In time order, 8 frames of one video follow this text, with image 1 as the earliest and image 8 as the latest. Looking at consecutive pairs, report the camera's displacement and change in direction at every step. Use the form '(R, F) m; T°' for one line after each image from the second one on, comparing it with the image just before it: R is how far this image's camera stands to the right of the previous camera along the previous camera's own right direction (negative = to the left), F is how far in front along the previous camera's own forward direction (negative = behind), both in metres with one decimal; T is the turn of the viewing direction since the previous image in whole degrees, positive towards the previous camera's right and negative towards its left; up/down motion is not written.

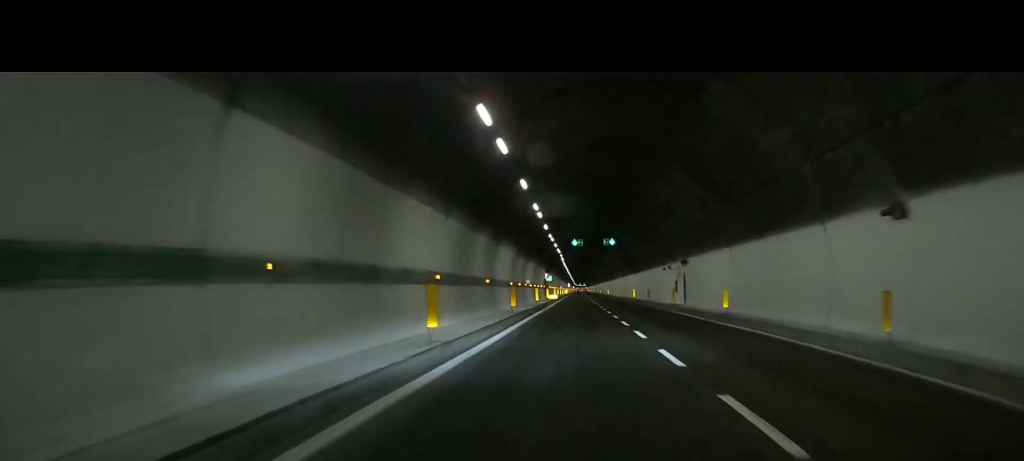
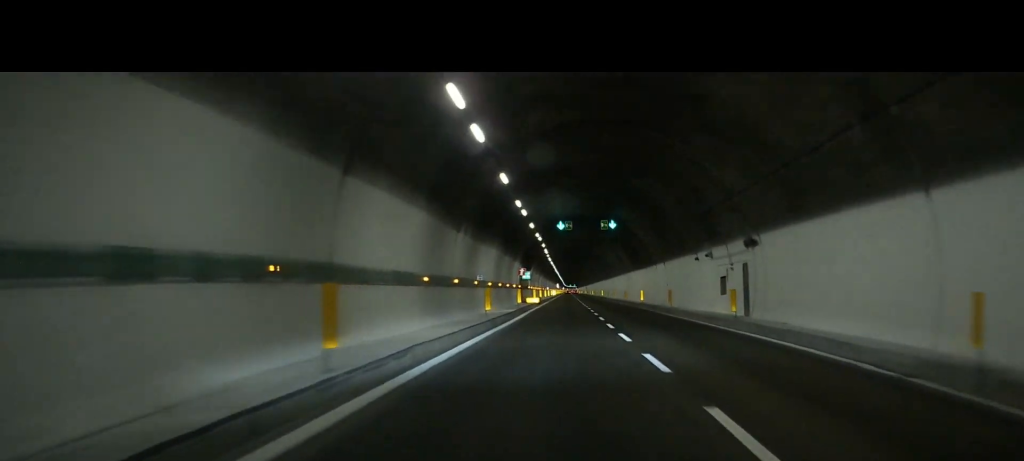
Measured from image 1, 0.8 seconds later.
(0.0, +19.1) m; 0°
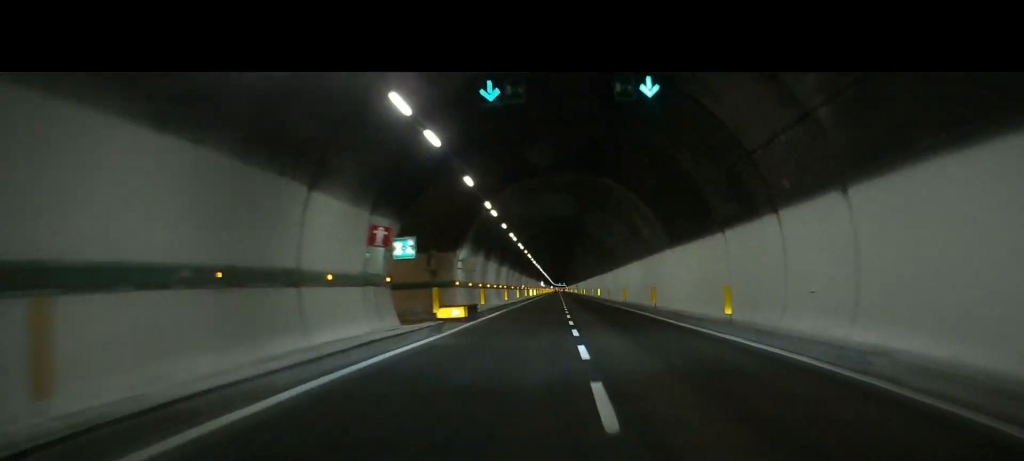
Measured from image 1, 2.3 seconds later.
(0.0, +34.9) m; 0°
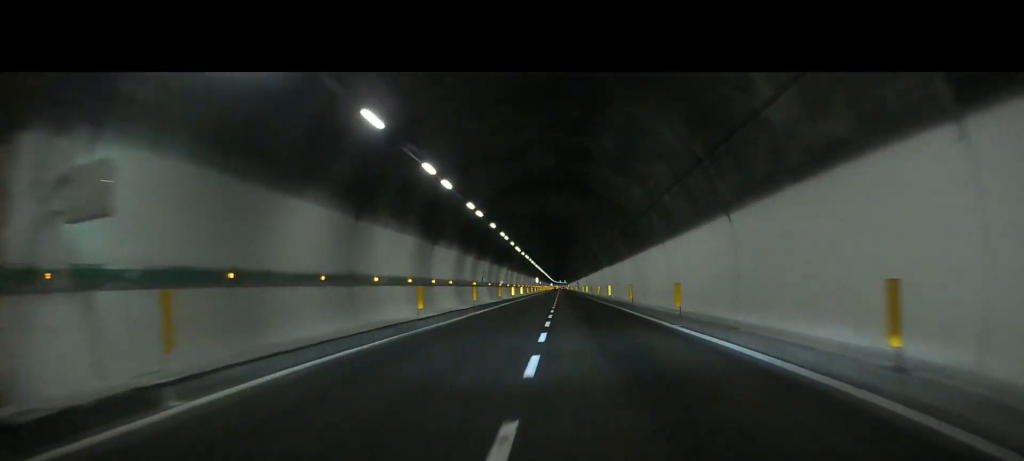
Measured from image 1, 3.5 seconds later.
(0.0, +27.2) m; 0°
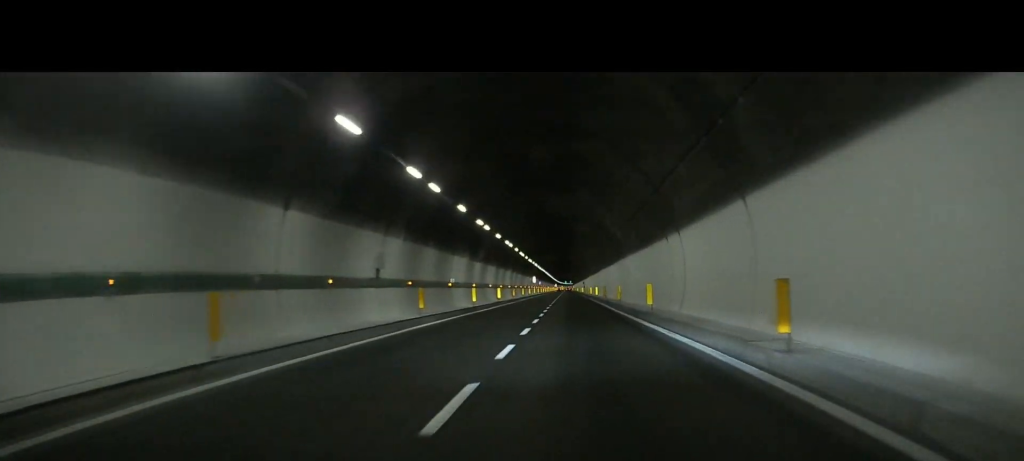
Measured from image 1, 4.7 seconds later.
(0.0, +28.6) m; 0°
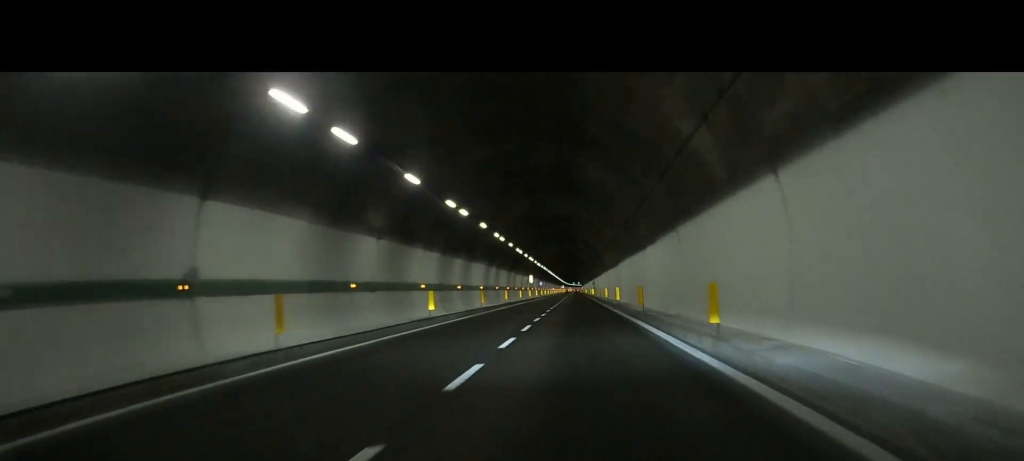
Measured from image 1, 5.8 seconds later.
(0.0, +28.3) m; 0°
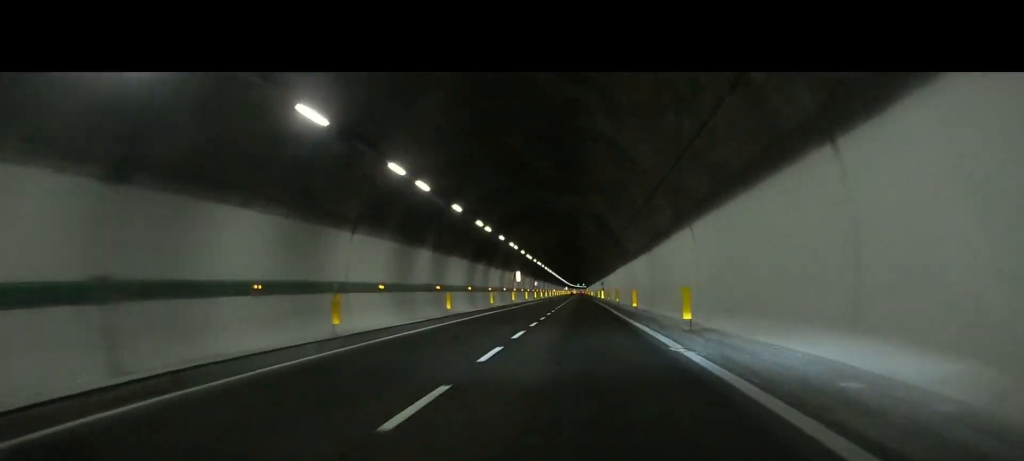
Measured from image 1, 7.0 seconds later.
(0.0, +27.7) m; 0°
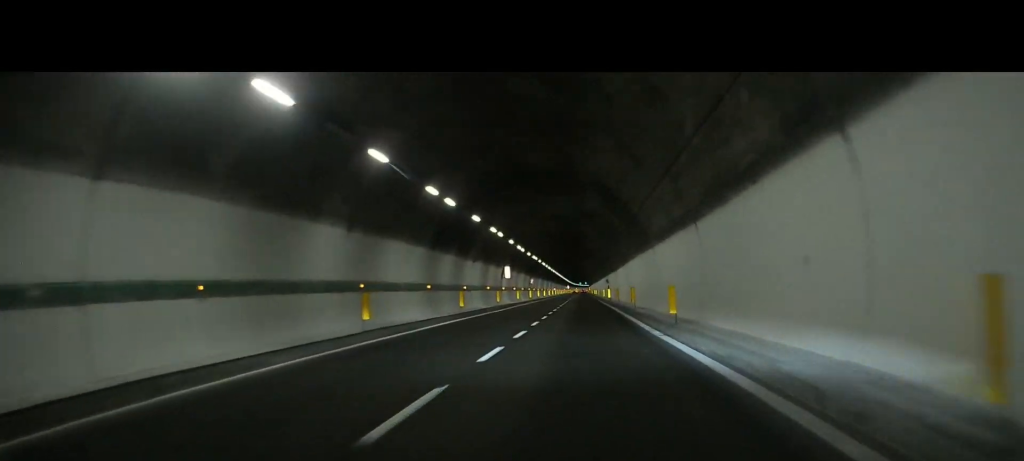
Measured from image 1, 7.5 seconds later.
(0.0, +12.5) m; 0°
